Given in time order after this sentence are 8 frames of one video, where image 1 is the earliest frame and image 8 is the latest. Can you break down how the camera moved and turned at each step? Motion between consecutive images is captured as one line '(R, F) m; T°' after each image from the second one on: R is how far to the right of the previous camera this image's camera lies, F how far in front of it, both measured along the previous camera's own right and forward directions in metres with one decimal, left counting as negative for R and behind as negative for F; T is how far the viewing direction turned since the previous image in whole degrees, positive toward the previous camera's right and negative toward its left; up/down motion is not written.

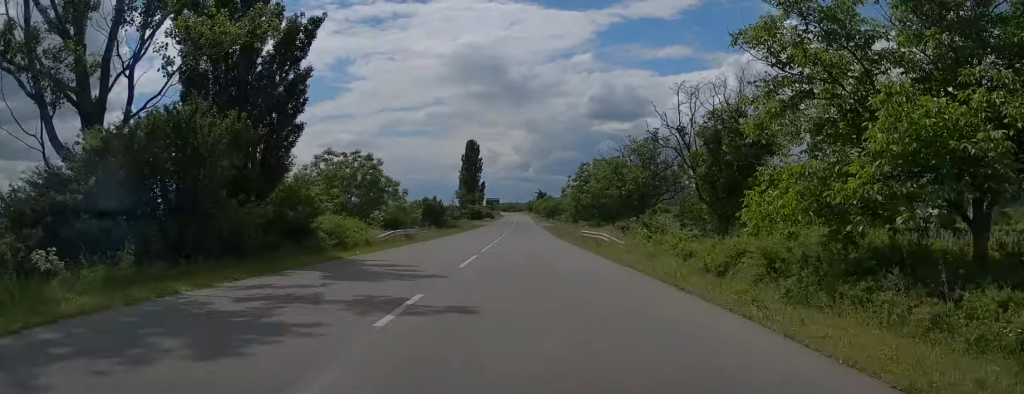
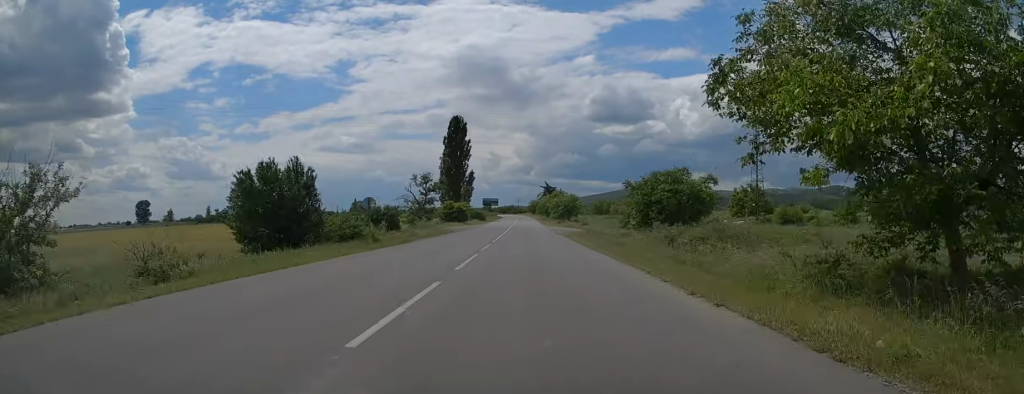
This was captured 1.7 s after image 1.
(+0.1, +45.4) m; 0°
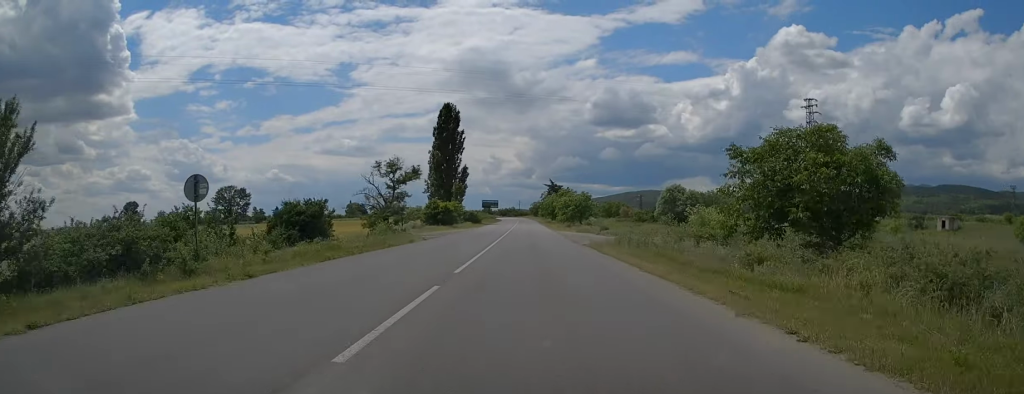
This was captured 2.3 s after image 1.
(0.0, +18.3) m; 0°
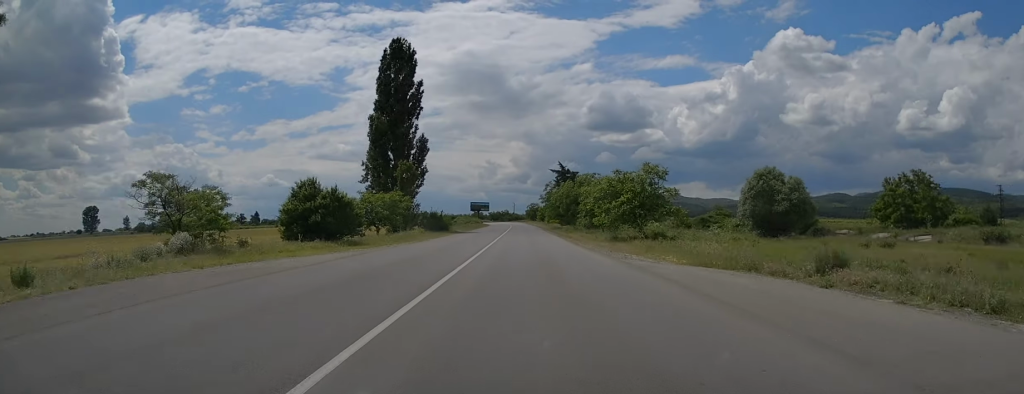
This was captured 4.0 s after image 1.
(0.0, +45.0) m; 0°
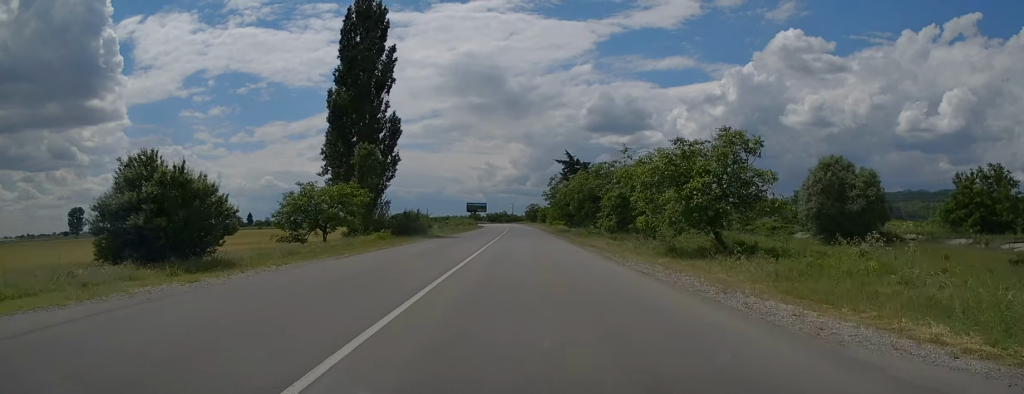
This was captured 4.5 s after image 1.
(0.0, +15.5) m; 0°
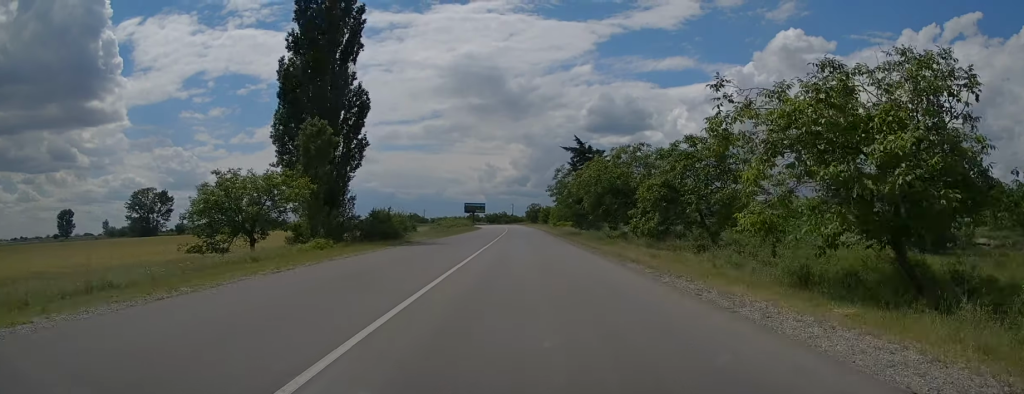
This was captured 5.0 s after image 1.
(0.0, +11.8) m; 0°
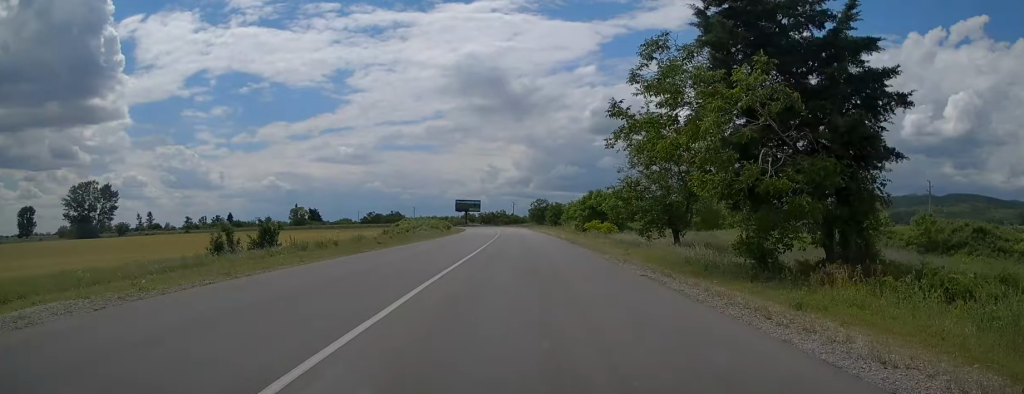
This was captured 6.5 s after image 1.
(-0.3, +41.0) m; -1°
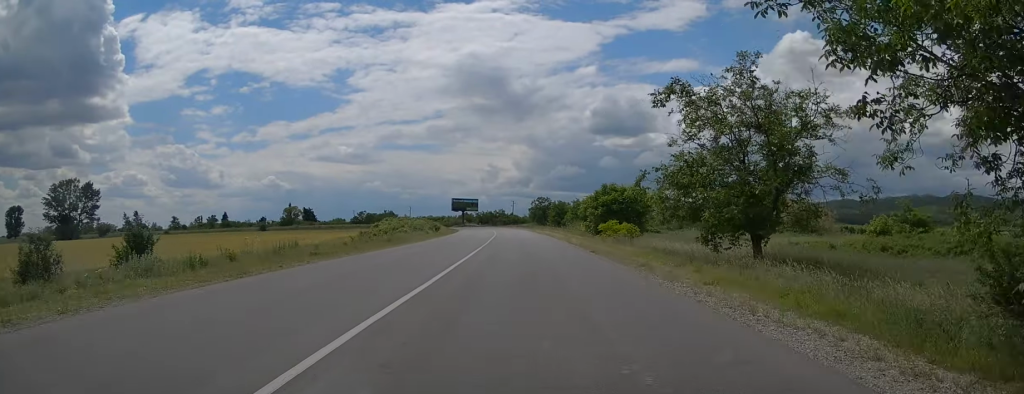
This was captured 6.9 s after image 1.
(-0.2, +10.9) m; 0°
